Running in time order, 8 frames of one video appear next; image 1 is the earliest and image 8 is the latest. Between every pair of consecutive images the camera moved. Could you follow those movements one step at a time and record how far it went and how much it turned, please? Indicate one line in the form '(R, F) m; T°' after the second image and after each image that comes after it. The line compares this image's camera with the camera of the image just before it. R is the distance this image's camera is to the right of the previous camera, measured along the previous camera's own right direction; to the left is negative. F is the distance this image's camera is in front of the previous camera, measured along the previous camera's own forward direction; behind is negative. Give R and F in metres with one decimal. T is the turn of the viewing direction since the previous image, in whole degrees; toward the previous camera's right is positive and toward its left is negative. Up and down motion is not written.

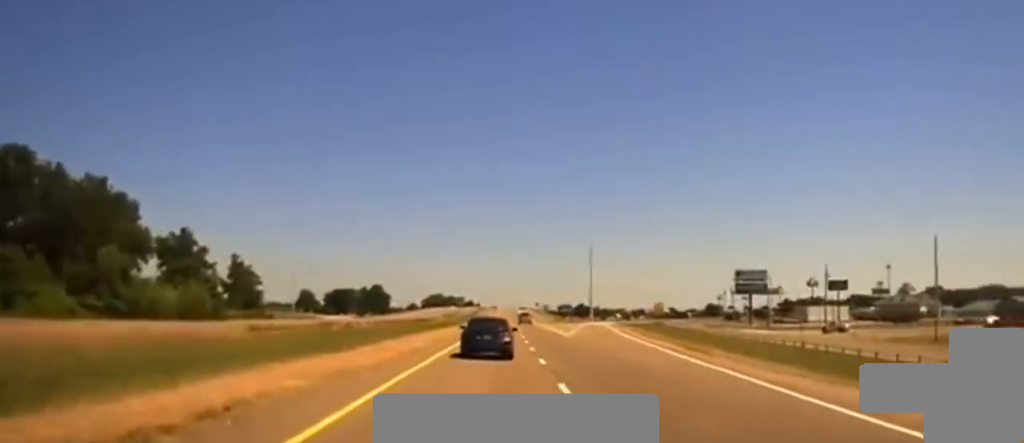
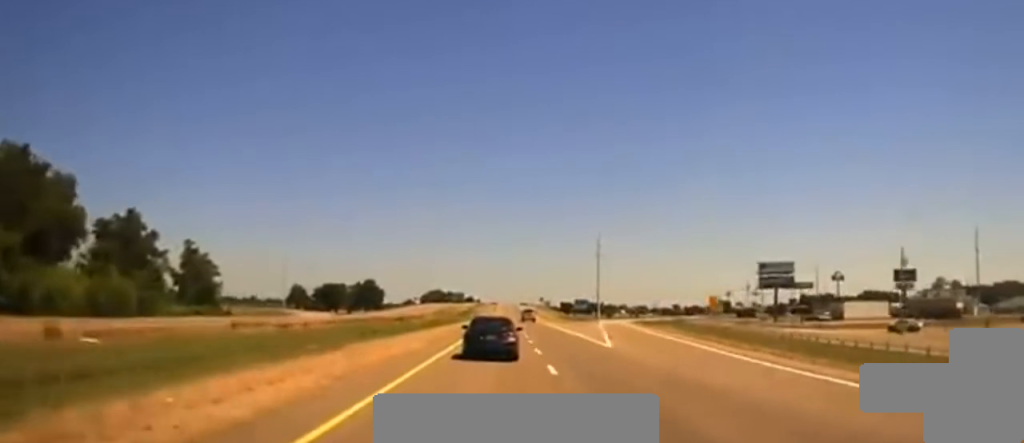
(0.0, +32.0) m; 0°
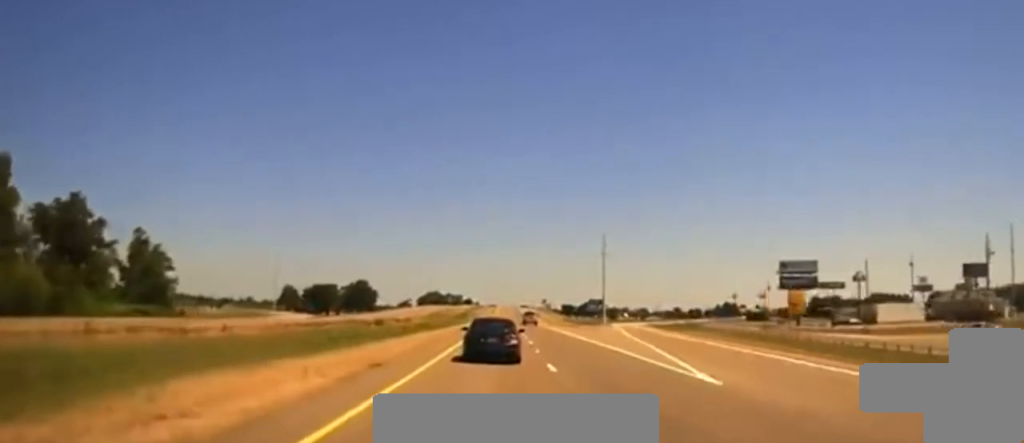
(-0.2, +22.4) m; 0°
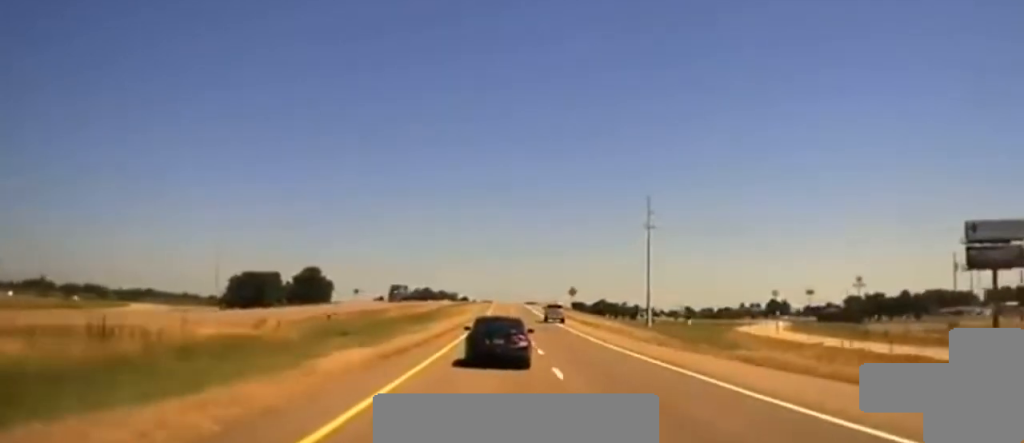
(+0.4, +111.8) m; 0°
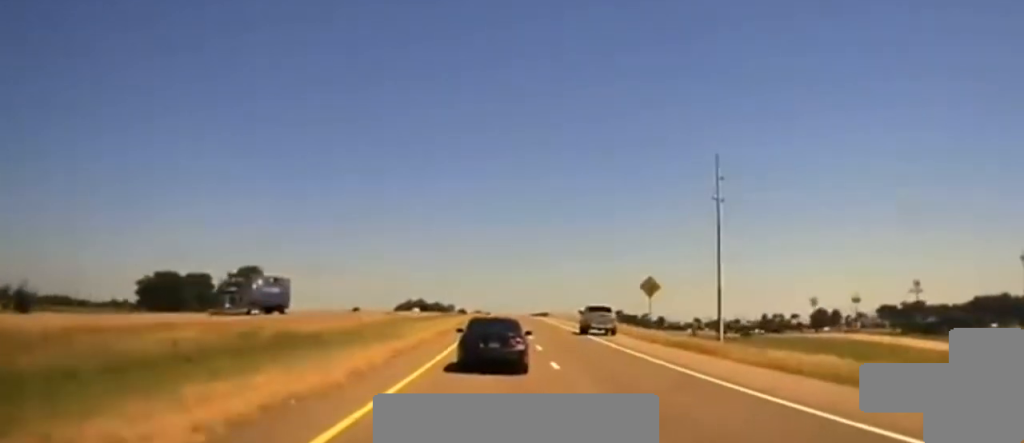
(0.0, +74.7) m; 0°
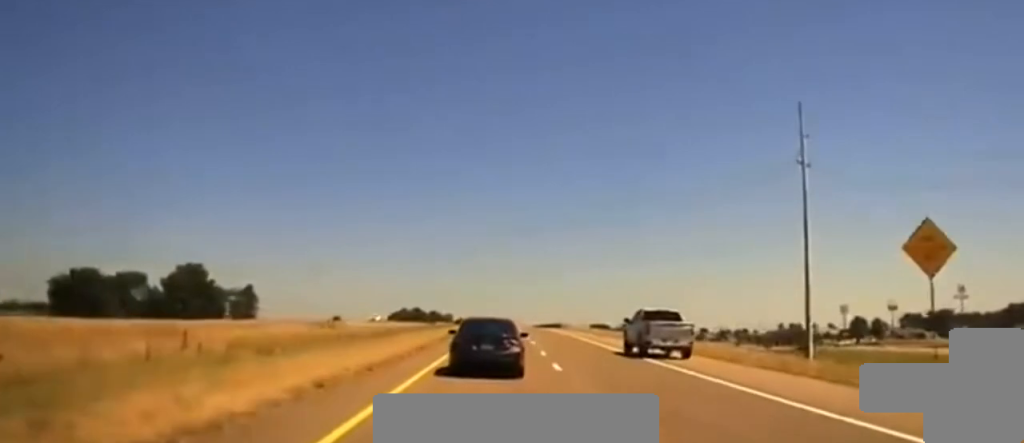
(0.0, +43.2) m; 0°
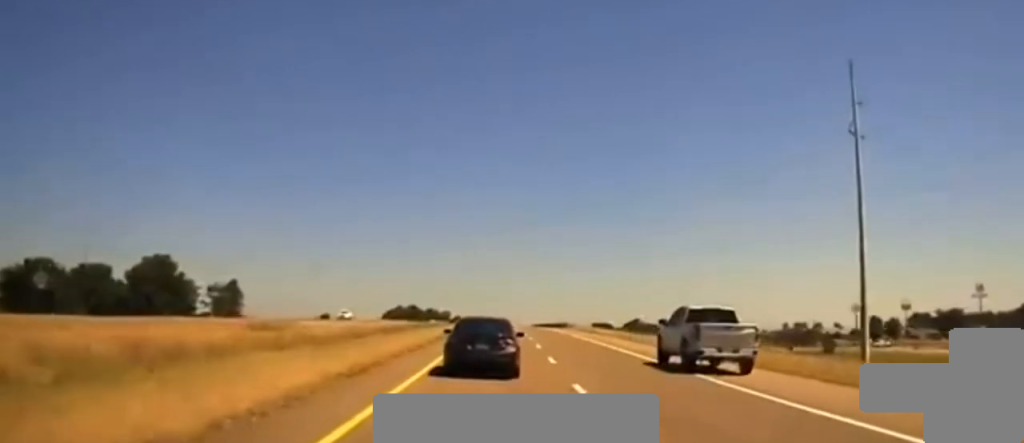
(0.0, +17.3) m; 0°
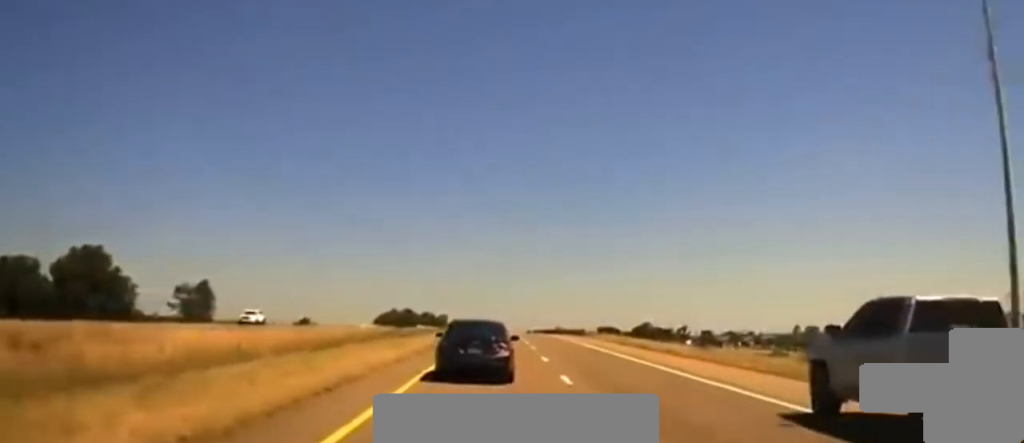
(0.0, +34.7) m; 0°
